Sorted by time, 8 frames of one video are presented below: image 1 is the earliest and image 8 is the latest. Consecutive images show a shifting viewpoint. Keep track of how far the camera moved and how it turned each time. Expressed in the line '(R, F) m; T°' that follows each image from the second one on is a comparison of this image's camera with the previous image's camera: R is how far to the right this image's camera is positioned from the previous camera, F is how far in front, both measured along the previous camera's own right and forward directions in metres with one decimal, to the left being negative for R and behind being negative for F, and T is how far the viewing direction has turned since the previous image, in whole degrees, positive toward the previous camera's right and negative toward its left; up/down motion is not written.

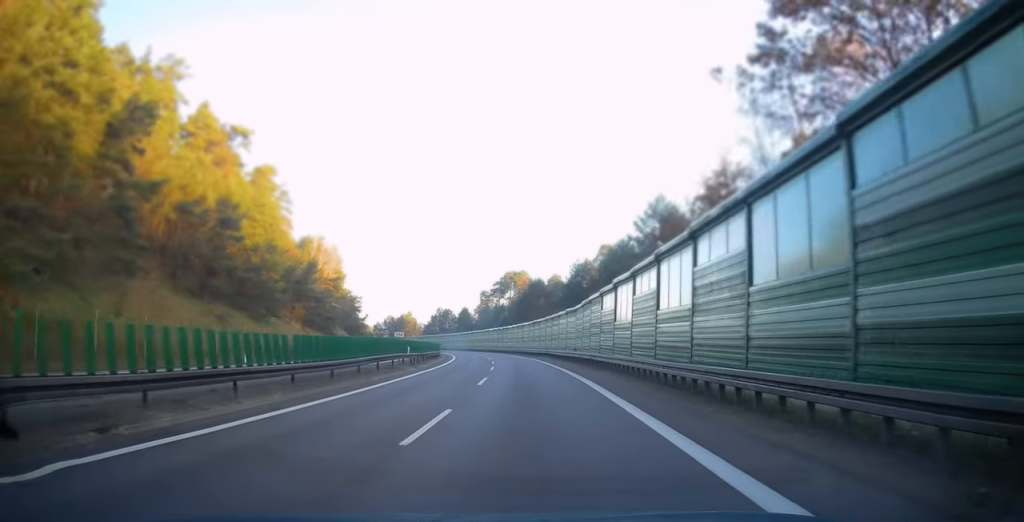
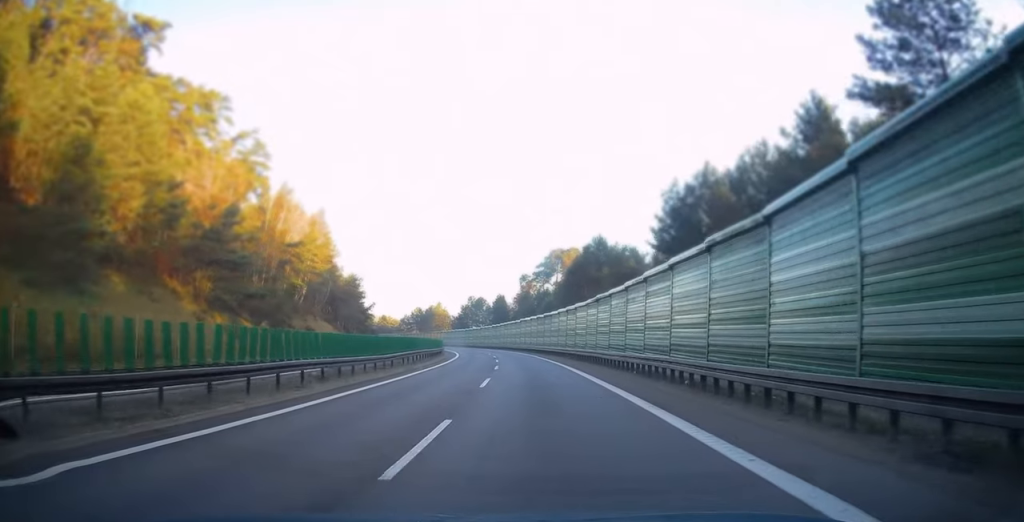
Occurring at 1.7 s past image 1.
(-1.6, +38.2) m; -4°
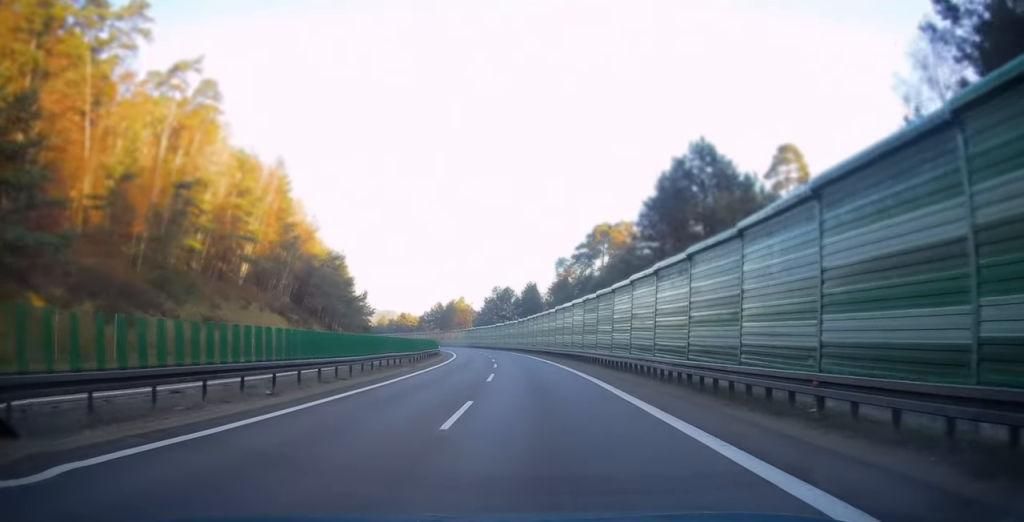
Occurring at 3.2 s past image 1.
(-0.9, +32.7) m; -4°
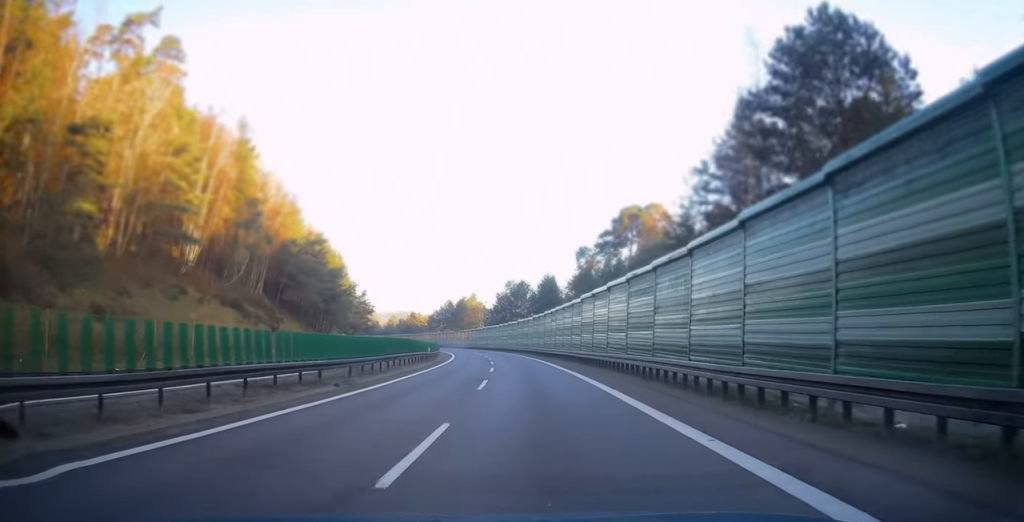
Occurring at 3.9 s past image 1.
(-0.4, +15.8) m; -2°
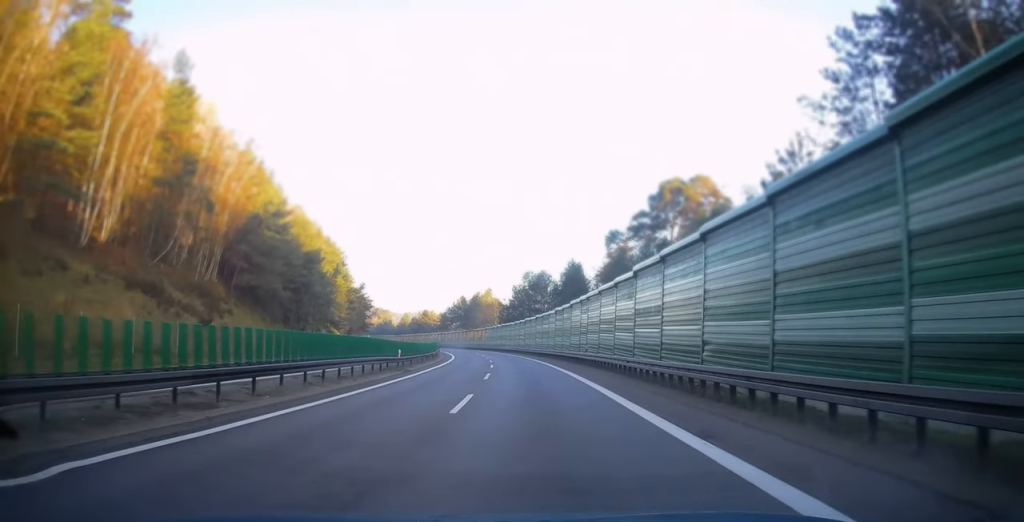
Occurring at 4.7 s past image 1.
(-0.3, +17.7) m; -2°
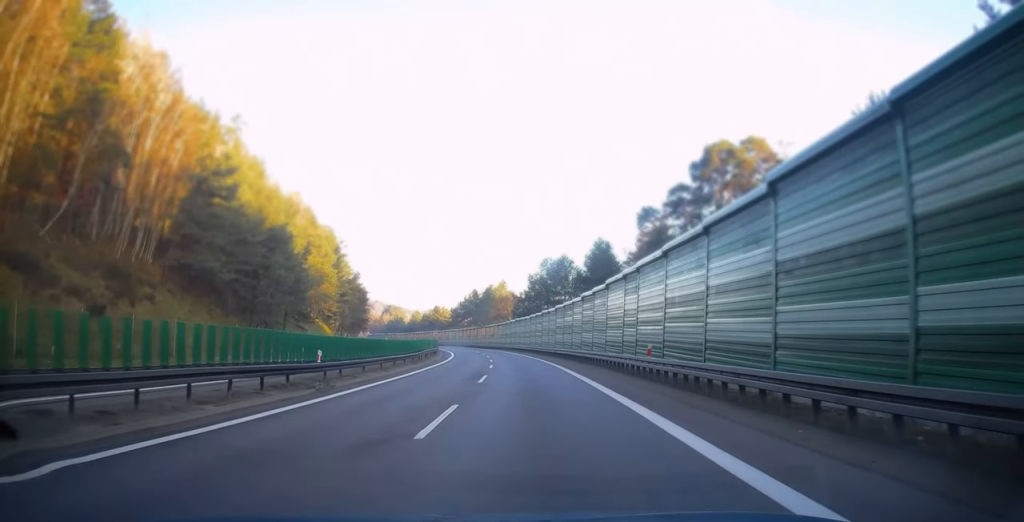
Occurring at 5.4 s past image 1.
(-0.2, +15.4) m; -2°
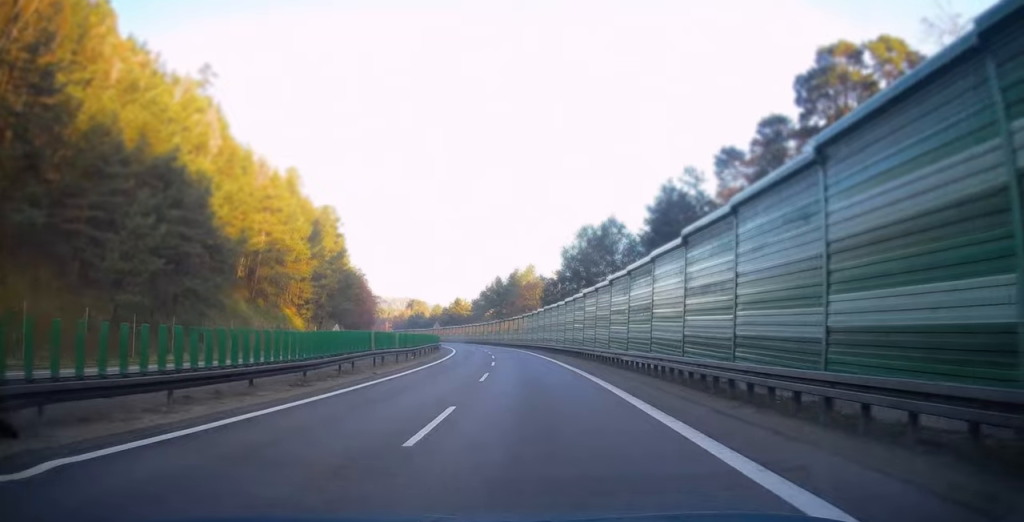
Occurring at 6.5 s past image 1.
(-0.7, +24.9) m; -3°
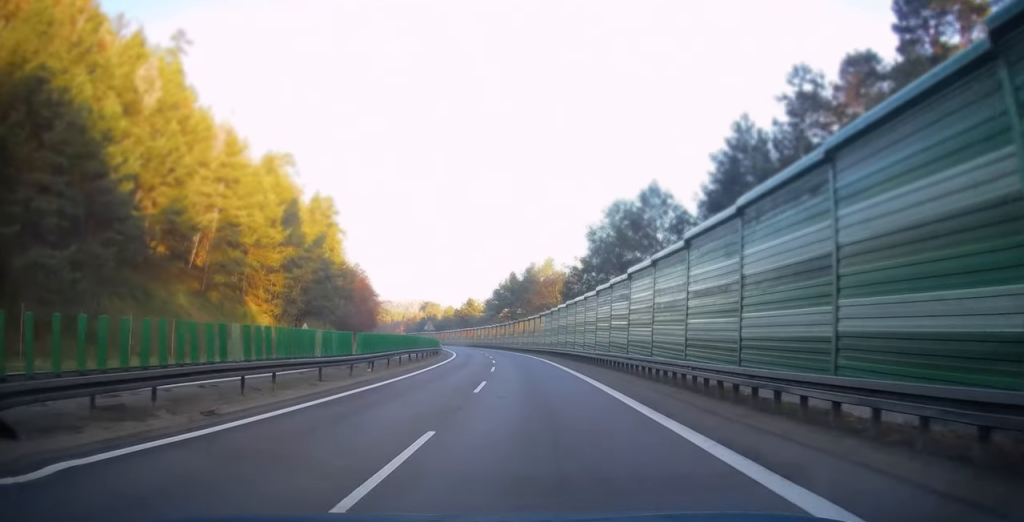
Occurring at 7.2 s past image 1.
(-0.1, +15.0) m; -2°
